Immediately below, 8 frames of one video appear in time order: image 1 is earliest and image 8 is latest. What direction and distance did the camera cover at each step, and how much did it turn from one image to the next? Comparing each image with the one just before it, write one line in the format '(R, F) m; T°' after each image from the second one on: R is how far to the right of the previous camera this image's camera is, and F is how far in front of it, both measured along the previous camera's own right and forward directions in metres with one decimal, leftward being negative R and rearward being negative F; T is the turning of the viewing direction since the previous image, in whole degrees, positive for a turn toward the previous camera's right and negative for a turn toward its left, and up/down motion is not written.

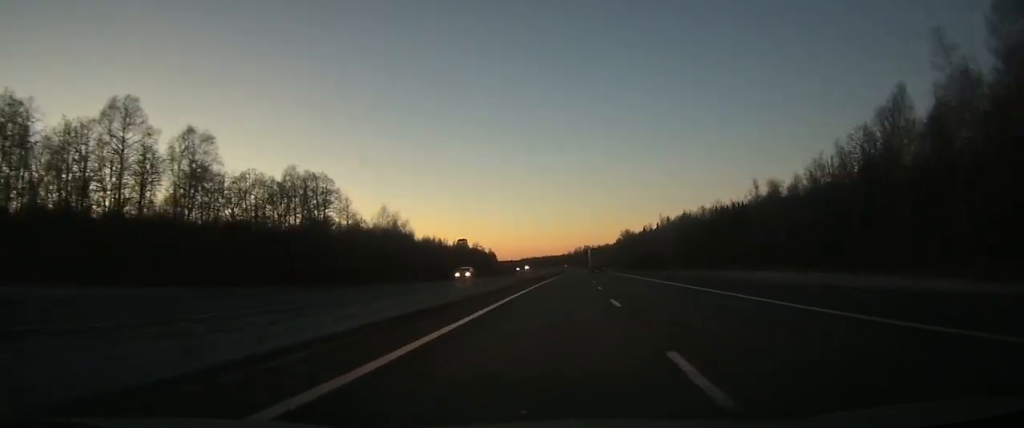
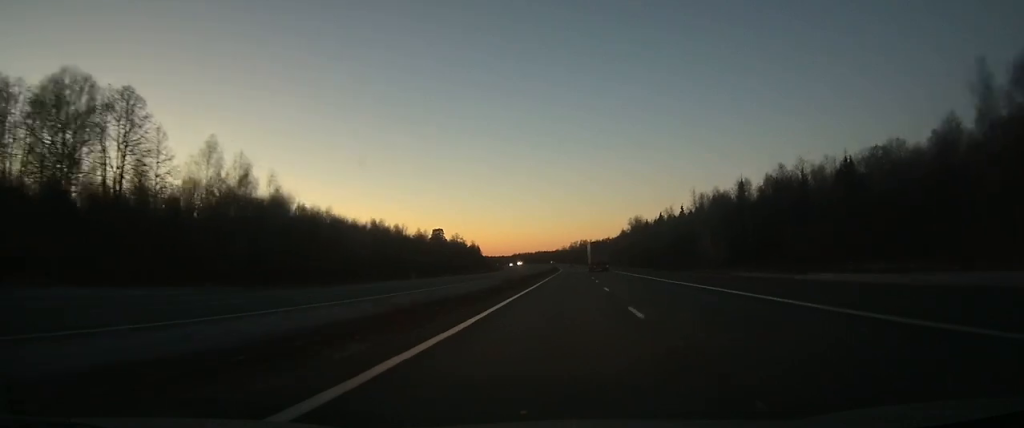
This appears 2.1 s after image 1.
(+0.2, +63.3) m; 0°
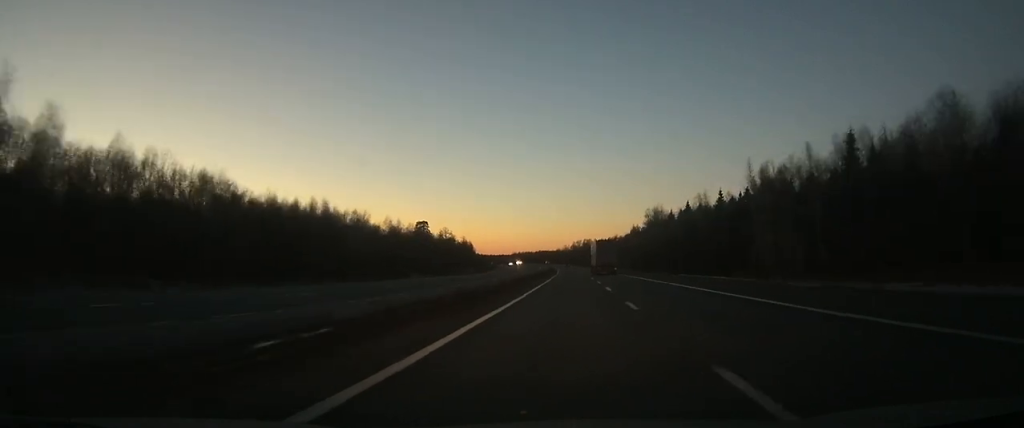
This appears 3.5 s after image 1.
(-0.2, +44.5) m; 0°
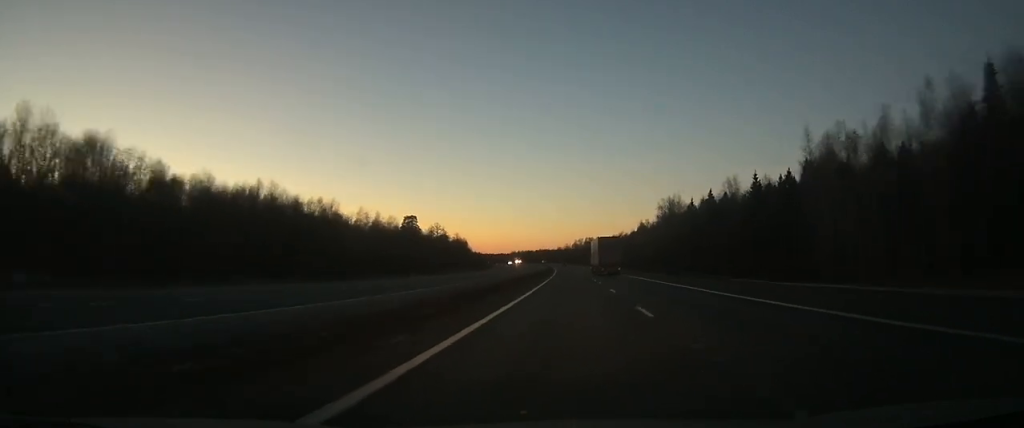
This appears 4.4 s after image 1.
(0.0, +26.2) m; 0°
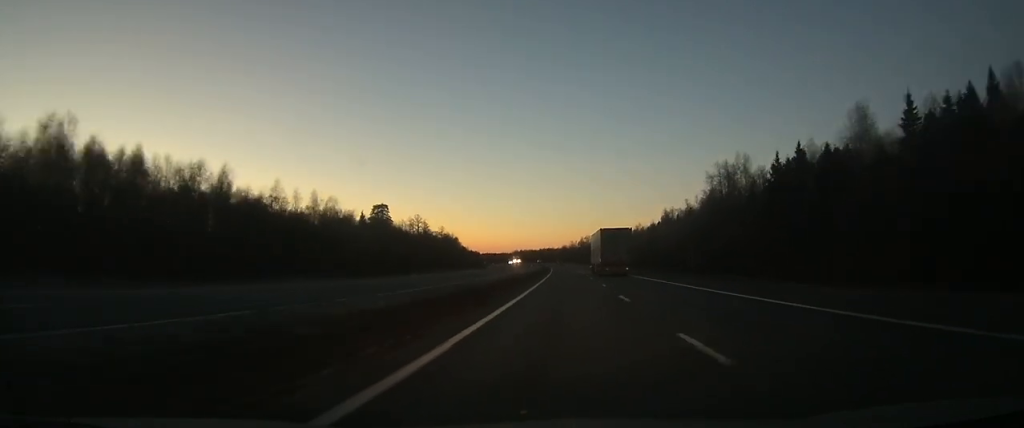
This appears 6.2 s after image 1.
(-0.4, +53.9) m; -1°
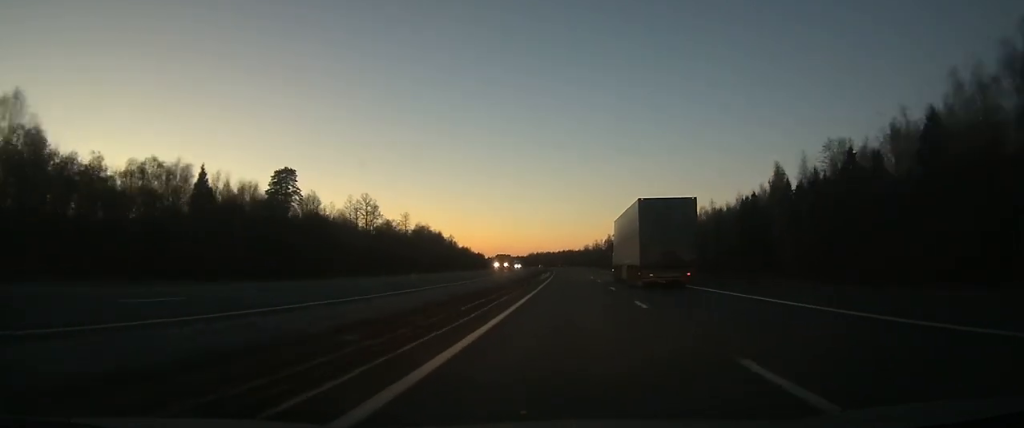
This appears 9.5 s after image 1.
(-1.2, +96.6) m; -2°
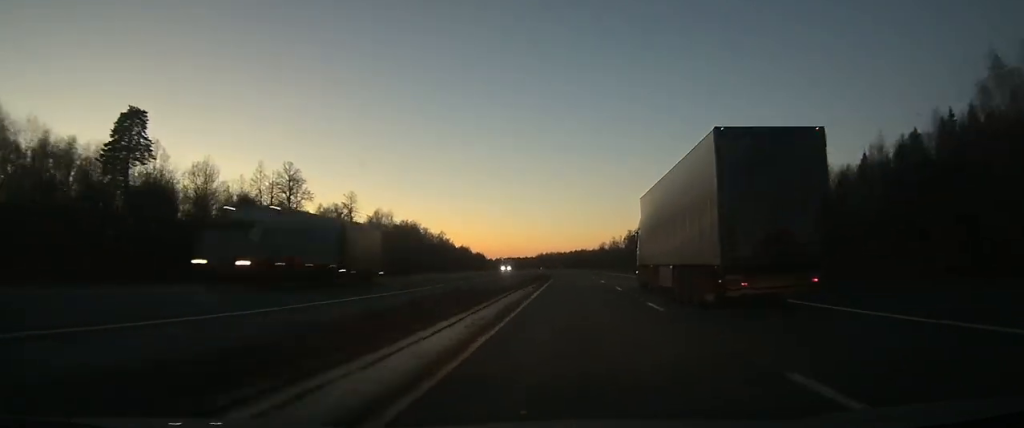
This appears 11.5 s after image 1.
(-0.5, +60.5) m; -1°
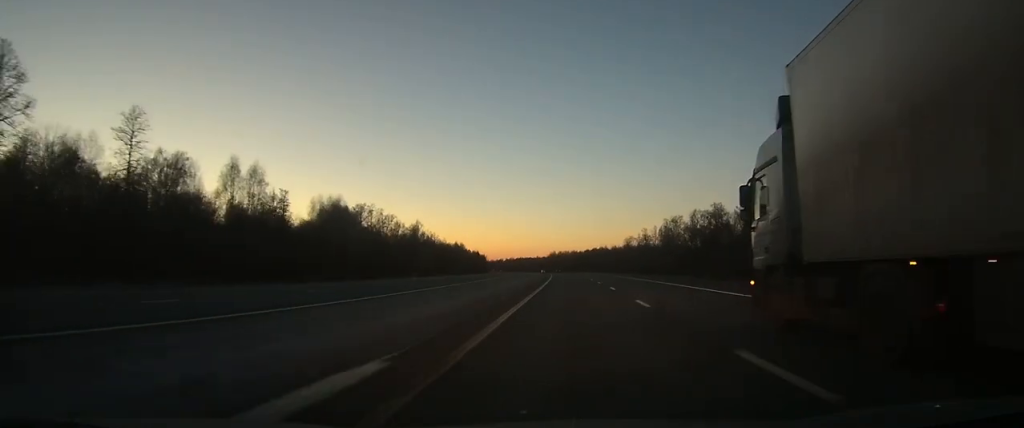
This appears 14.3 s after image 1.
(-1.2, +81.3) m; -2°
